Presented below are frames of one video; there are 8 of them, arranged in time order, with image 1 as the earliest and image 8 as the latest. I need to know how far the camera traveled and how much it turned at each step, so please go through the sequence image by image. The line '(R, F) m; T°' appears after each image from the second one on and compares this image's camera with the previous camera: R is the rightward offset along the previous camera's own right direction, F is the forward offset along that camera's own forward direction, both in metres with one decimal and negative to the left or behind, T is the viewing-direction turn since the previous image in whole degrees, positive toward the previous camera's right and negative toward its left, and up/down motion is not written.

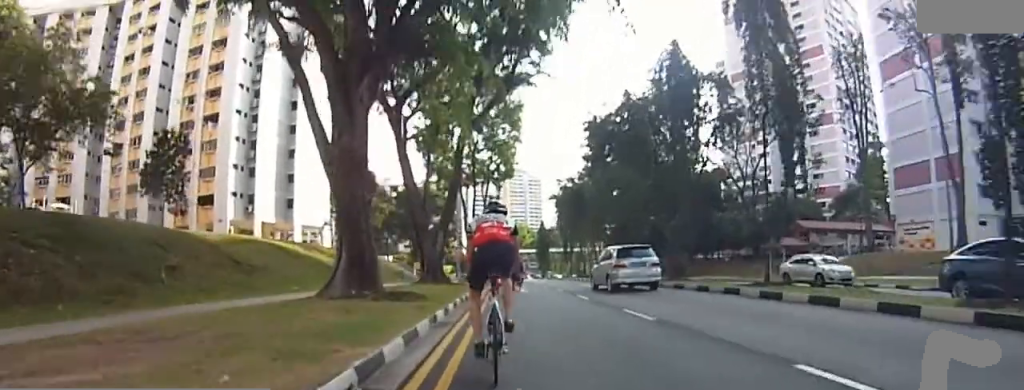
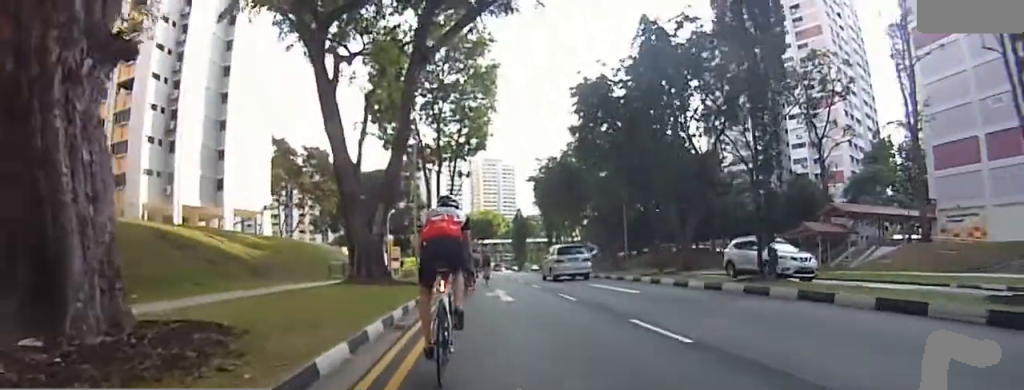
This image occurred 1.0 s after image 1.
(+1.9, +9.2) m; 0°
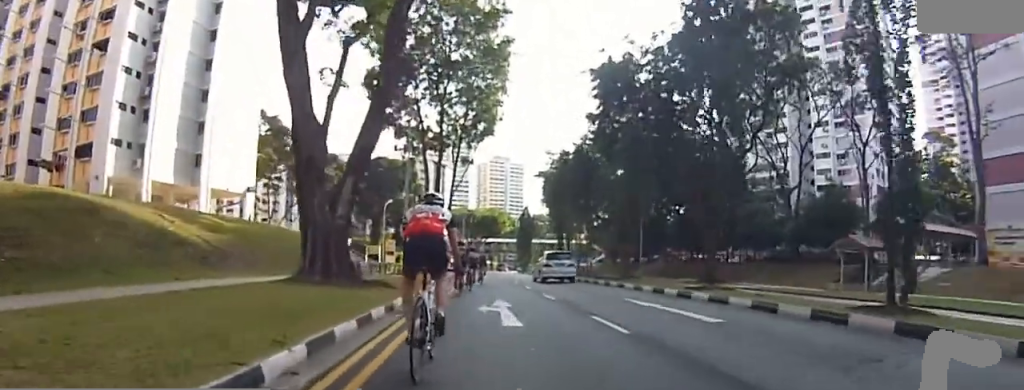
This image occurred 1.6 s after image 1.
(-1.1, +4.9) m; 0°
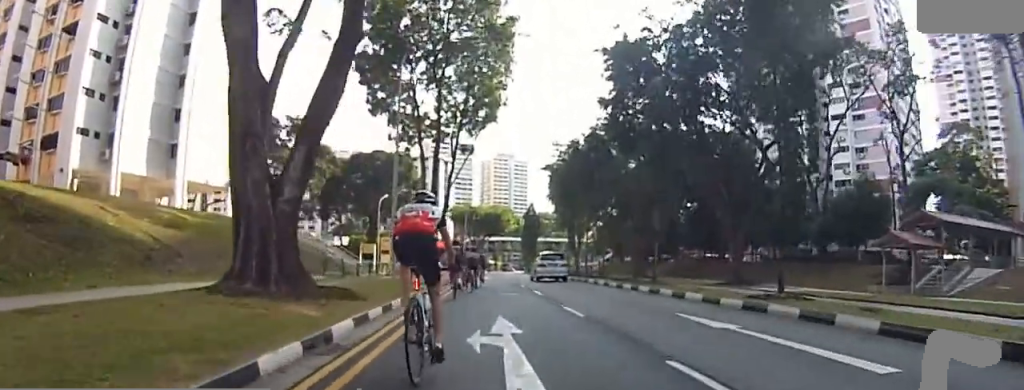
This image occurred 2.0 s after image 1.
(-0.9, +4.0) m; 0°
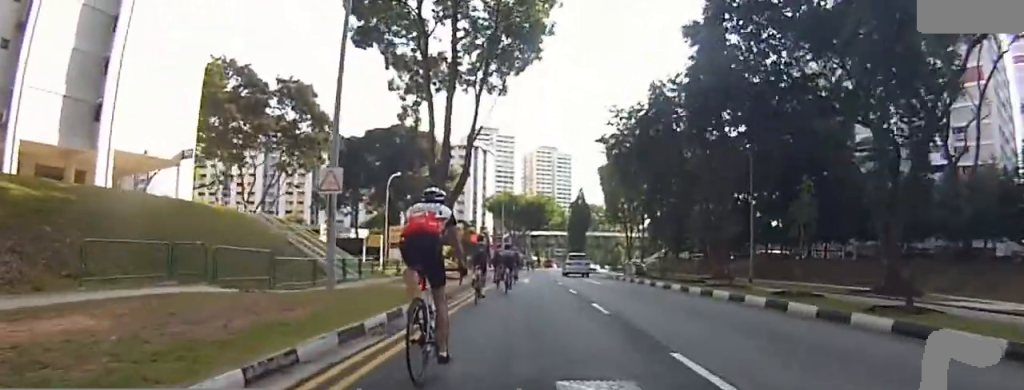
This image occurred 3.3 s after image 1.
(+1.3, +12.4) m; -1°
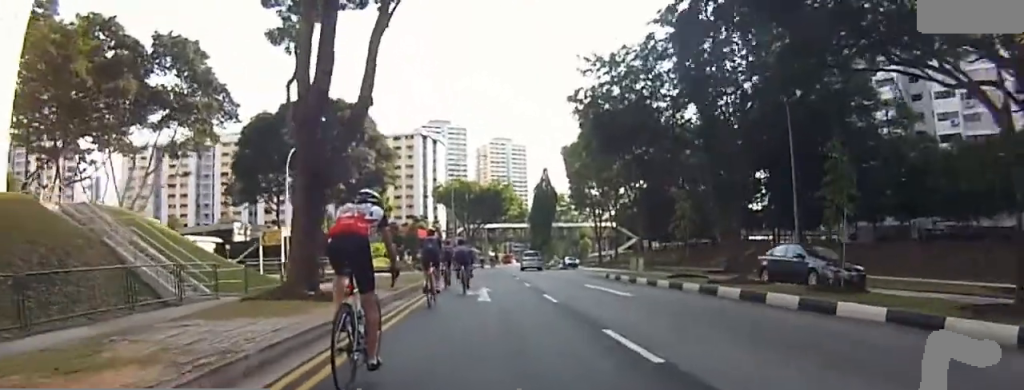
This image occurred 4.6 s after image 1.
(-0.7, +11.9) m; -3°
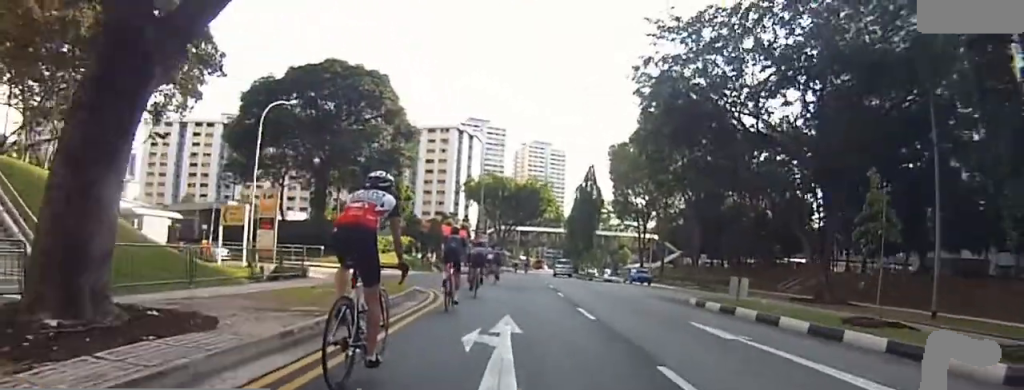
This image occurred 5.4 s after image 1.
(0.0, +8.1) m; -2°
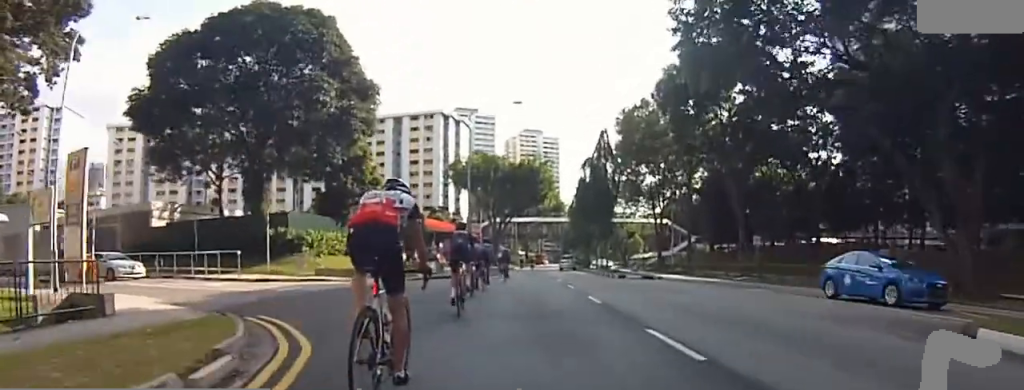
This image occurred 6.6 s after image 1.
(-0.5, +10.6) m; -3°
